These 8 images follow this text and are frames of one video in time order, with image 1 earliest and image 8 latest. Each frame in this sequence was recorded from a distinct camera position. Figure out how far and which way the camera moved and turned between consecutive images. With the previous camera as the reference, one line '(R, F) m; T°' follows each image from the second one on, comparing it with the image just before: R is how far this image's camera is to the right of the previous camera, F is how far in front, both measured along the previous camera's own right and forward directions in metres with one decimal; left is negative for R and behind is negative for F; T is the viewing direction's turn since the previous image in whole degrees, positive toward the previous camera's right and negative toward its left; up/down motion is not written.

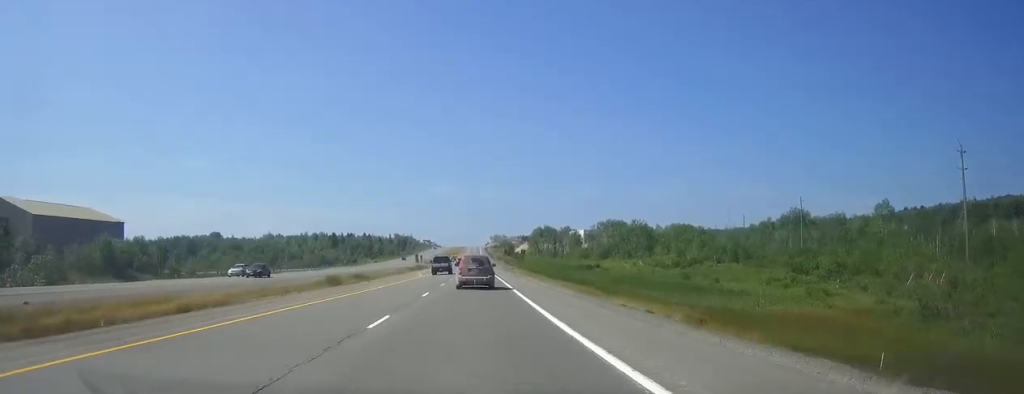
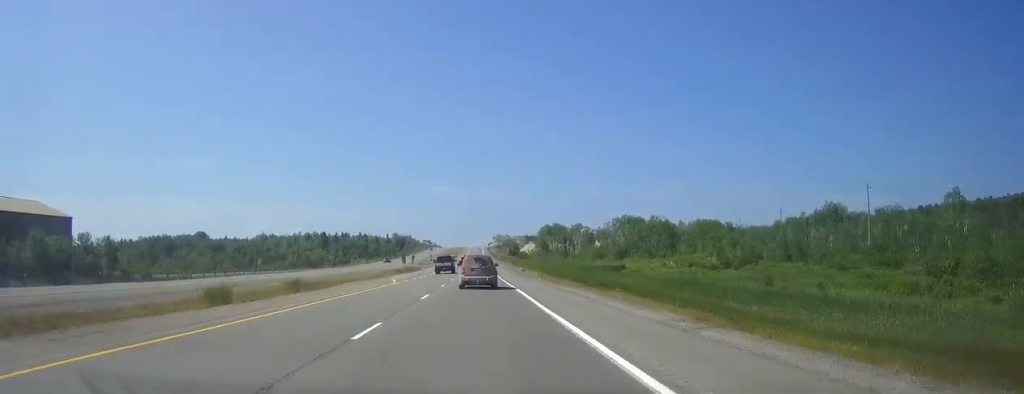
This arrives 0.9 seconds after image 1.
(-0.1, +26.6) m; 0°
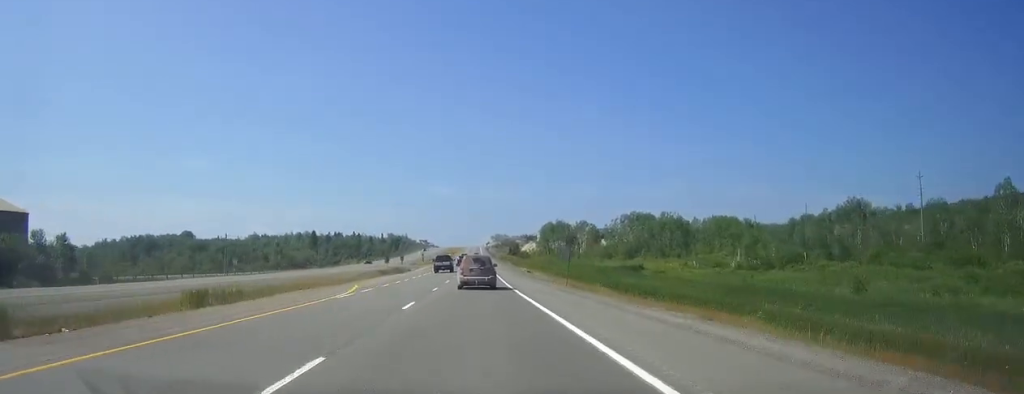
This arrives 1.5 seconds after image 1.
(0.0, +17.2) m; 0°
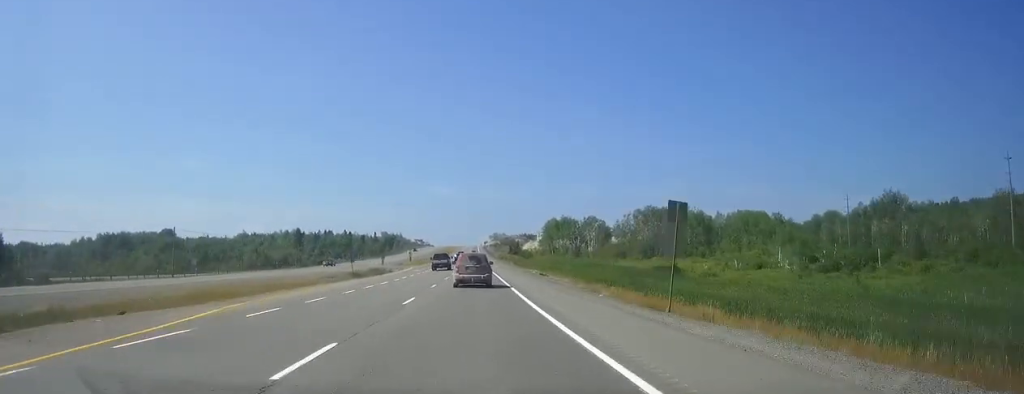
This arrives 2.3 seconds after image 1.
(0.0, +23.0) m; 0°
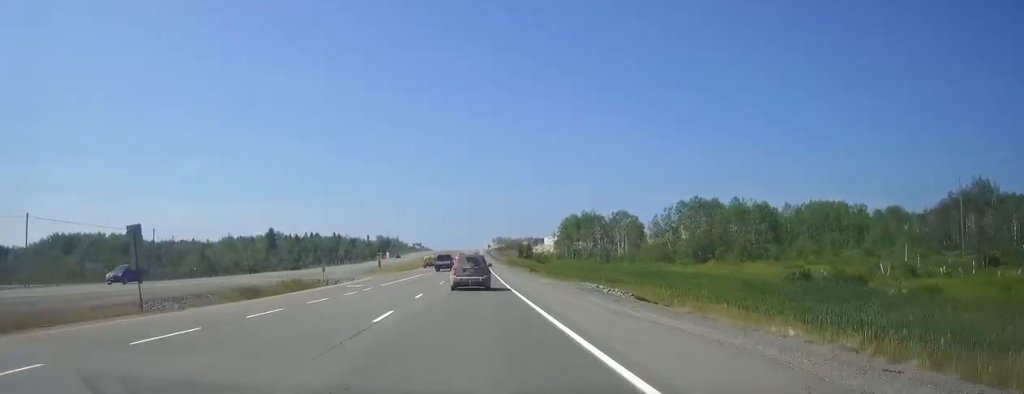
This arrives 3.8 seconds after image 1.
(+0.1, +42.4) m; 0°
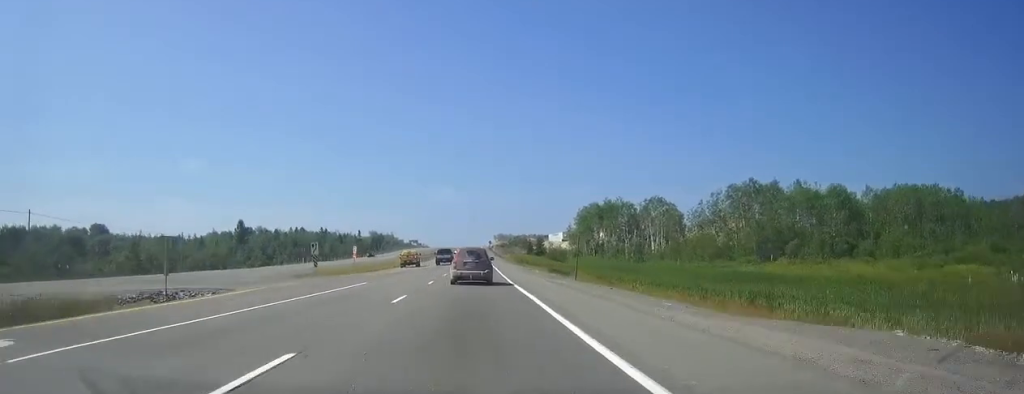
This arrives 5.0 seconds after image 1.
(0.0, +33.8) m; 0°
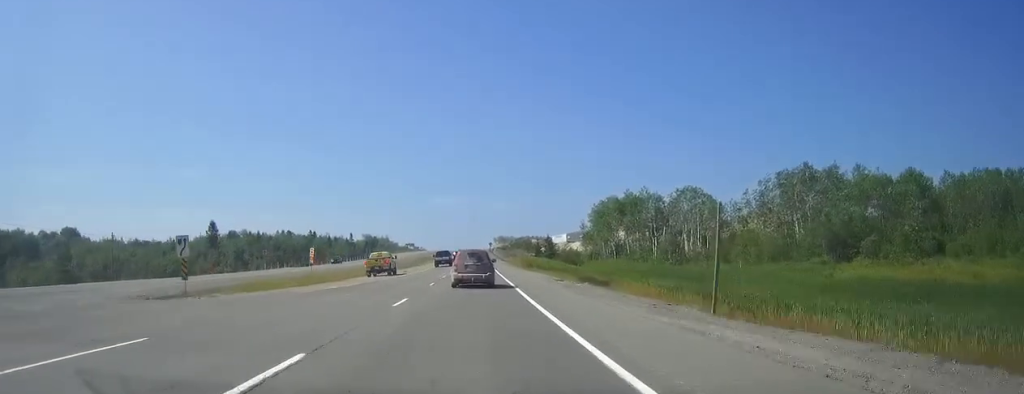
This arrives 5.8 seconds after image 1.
(+0.1, +24.0) m; 0°
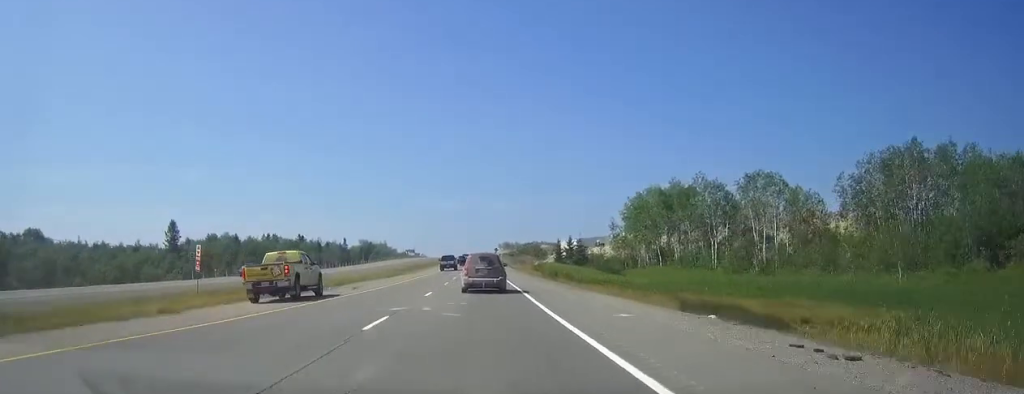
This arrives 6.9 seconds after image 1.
(0.0, +30.5) m; 0°
